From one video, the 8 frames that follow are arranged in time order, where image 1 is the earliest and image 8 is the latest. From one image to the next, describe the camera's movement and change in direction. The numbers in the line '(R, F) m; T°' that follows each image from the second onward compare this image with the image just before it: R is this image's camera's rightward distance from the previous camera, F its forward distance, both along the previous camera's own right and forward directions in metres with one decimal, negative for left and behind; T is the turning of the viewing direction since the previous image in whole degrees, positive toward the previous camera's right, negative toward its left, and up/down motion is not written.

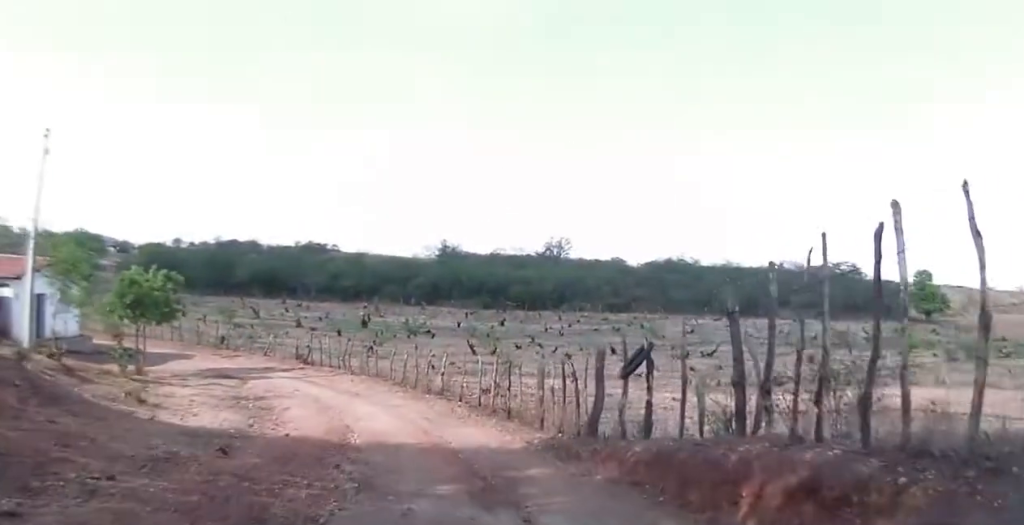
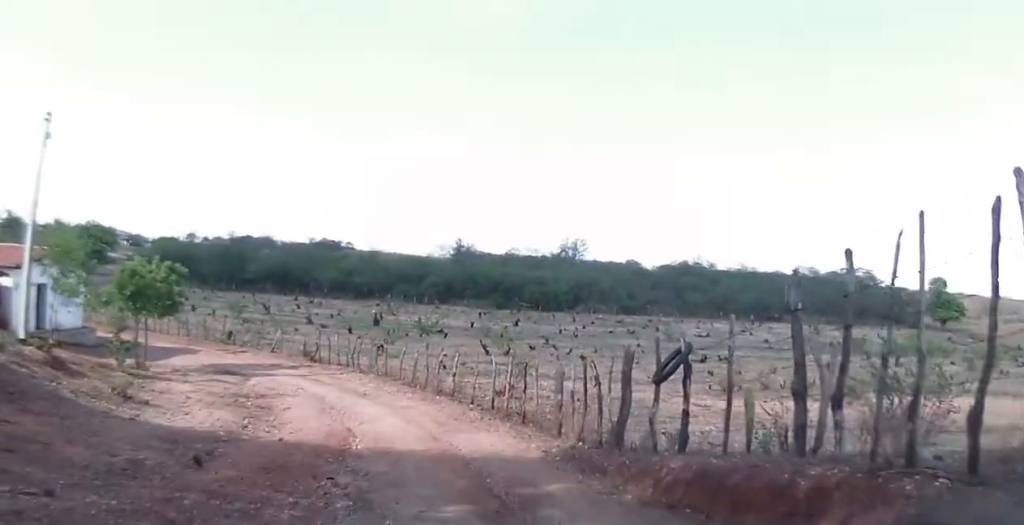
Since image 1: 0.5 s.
(0.0, +1.1) m; -6°
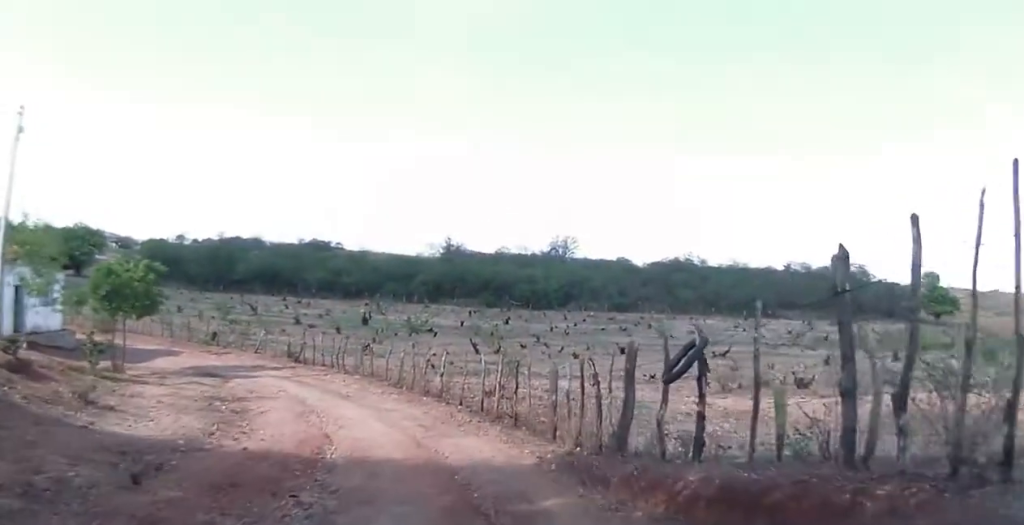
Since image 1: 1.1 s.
(+0.1, +1.1) m; -7°
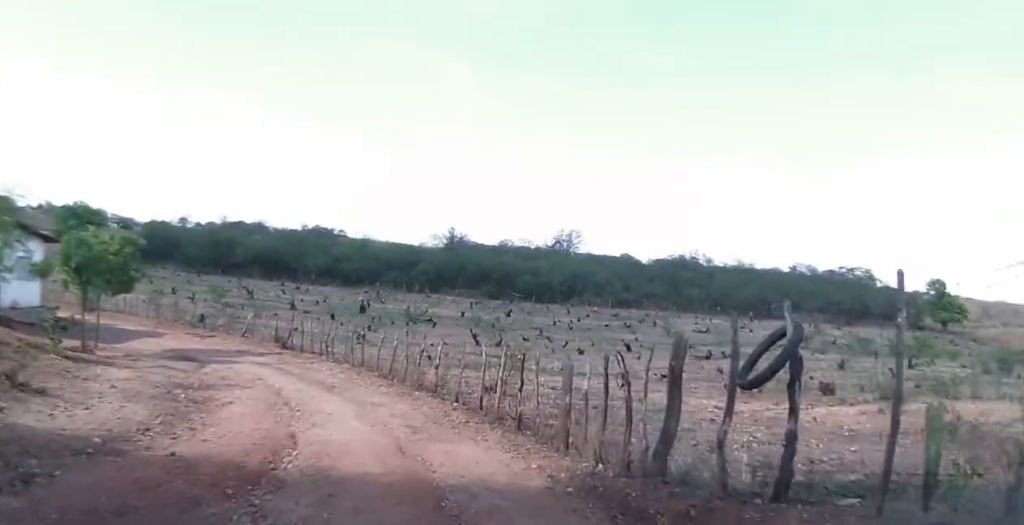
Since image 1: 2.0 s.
(-0.4, +2.0) m; -1°
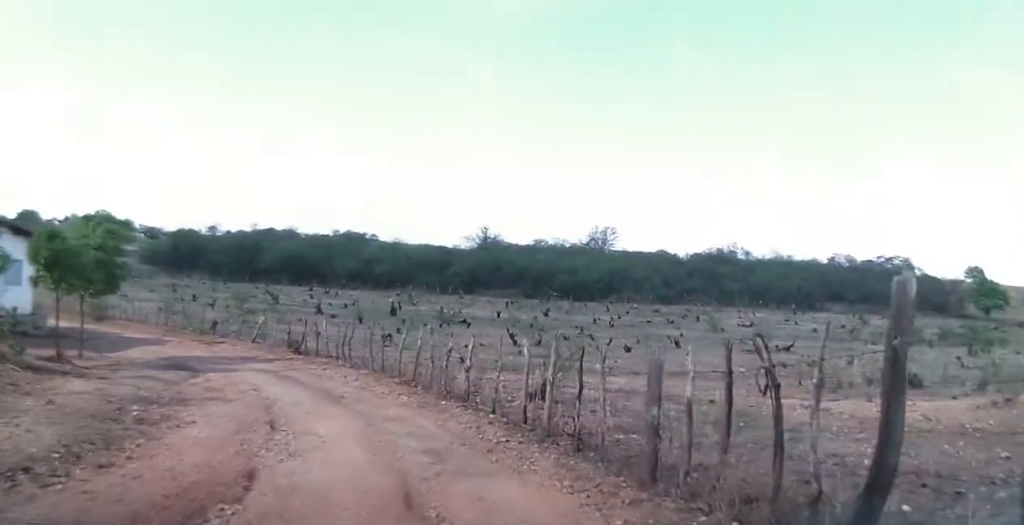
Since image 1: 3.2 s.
(+0.4, +2.9) m; +10°
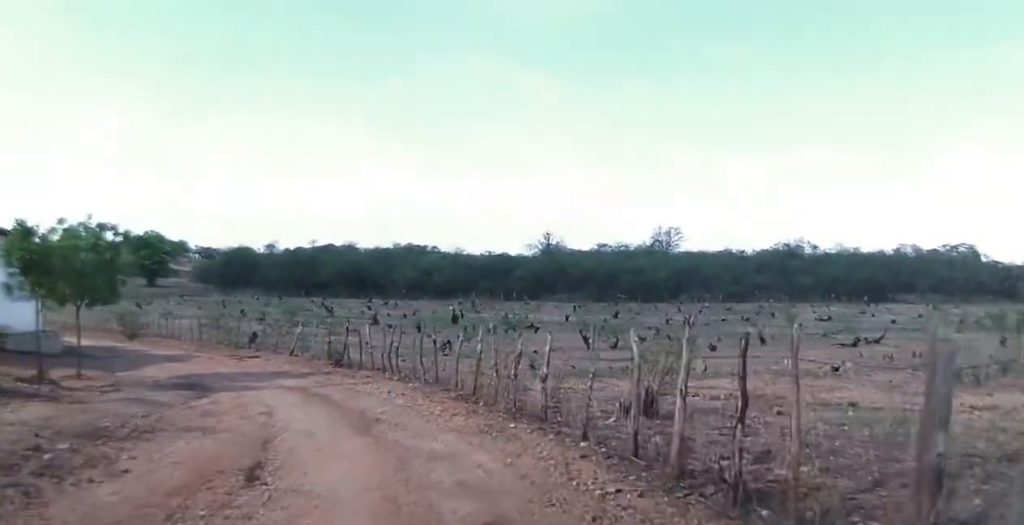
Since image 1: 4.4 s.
(-0.4, +3.4) m; -14°
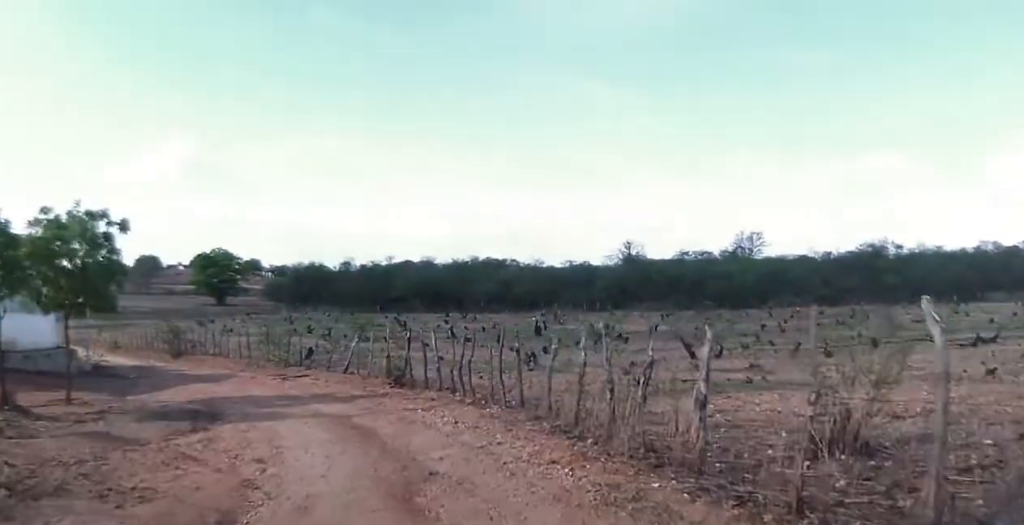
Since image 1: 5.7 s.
(-0.2, +4.0) m; -2°
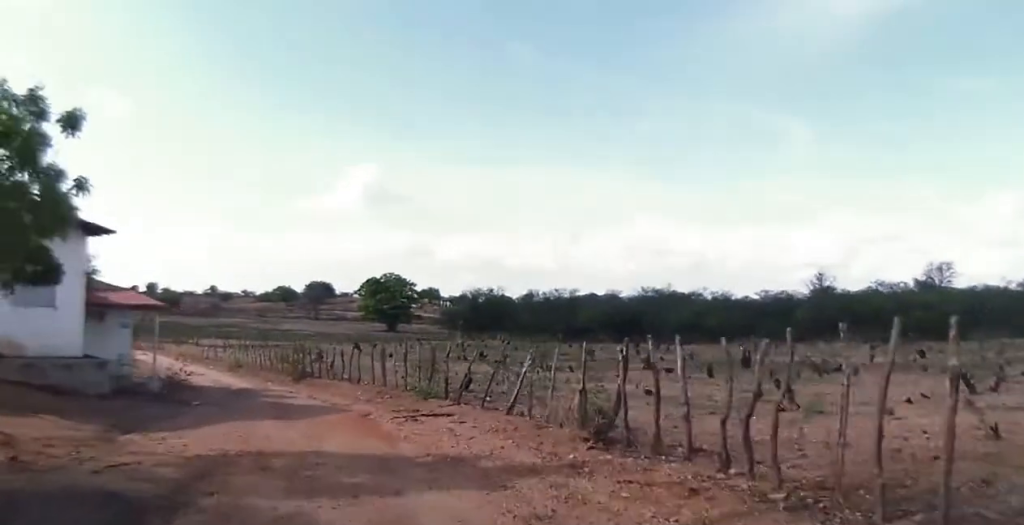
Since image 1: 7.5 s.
(-1.0, +7.4) m; -18°
